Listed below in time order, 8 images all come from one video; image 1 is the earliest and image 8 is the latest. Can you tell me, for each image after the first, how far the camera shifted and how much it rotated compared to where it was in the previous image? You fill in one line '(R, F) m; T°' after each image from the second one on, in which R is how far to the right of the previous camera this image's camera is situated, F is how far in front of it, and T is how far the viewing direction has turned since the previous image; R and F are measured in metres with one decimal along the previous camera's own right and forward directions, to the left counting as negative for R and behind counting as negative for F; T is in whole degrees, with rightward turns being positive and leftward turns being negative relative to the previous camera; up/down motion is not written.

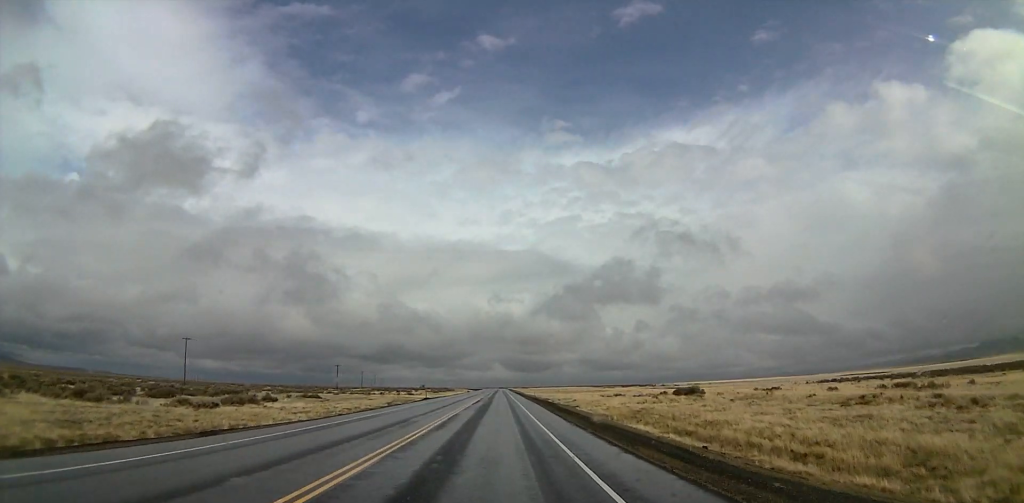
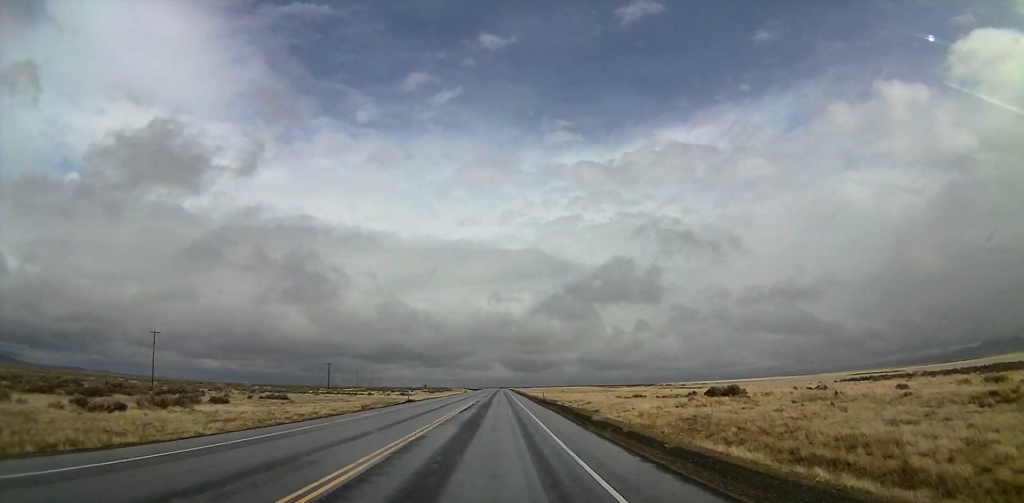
(+0.1, +13.9) m; 0°
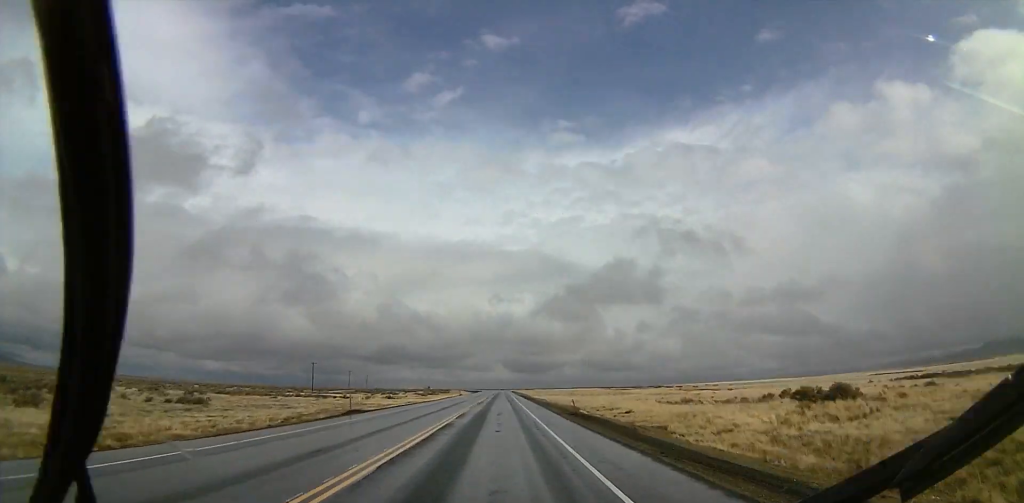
(-0.9, +22.5) m; 0°
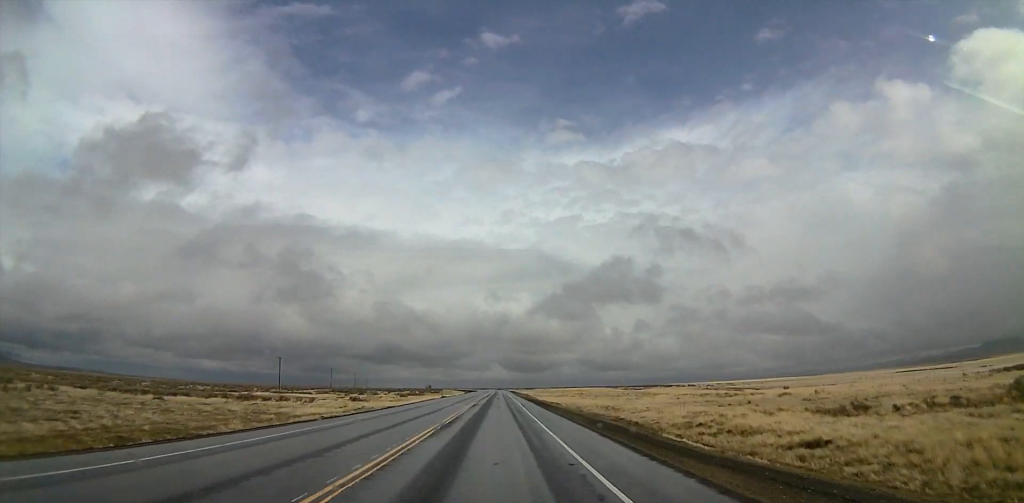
(+0.7, +32.4) m; 0°
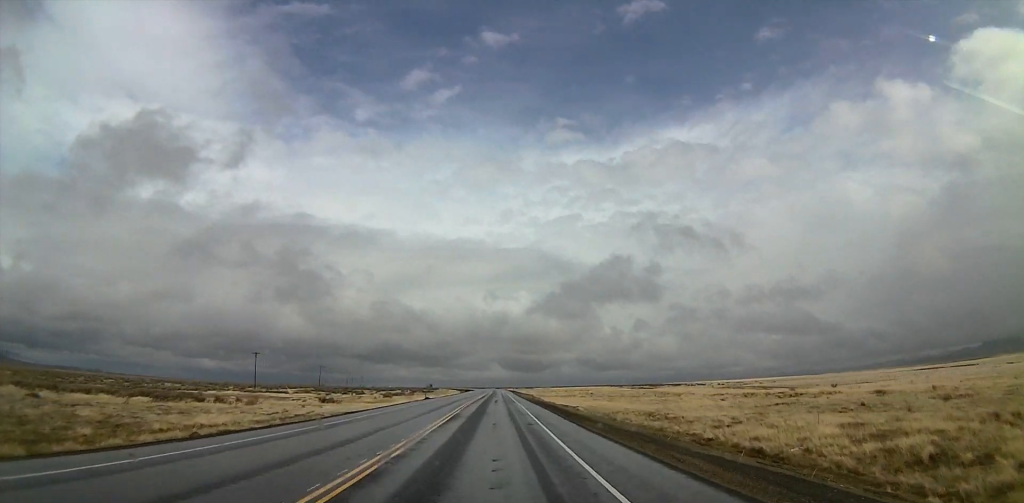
(-0.7, +19.5) m; -1°
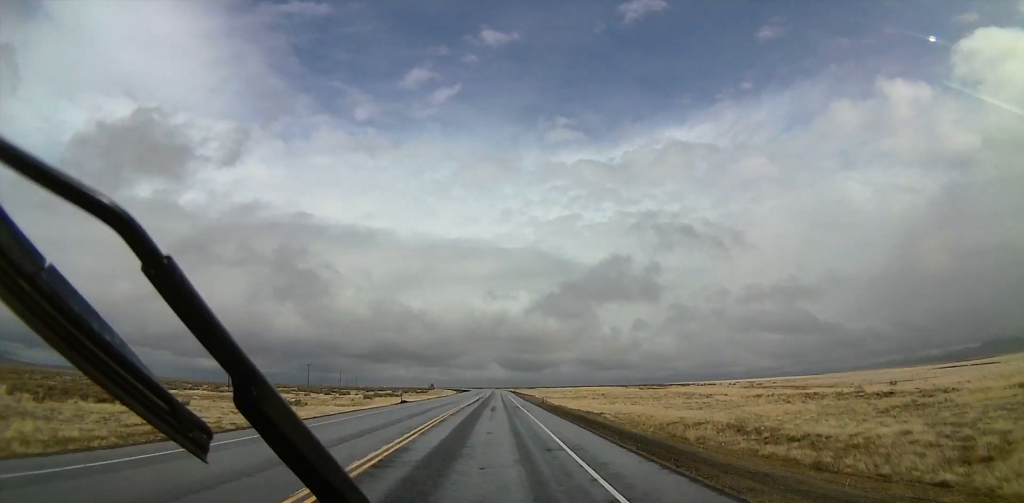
(+0.4, +18.0) m; +1°
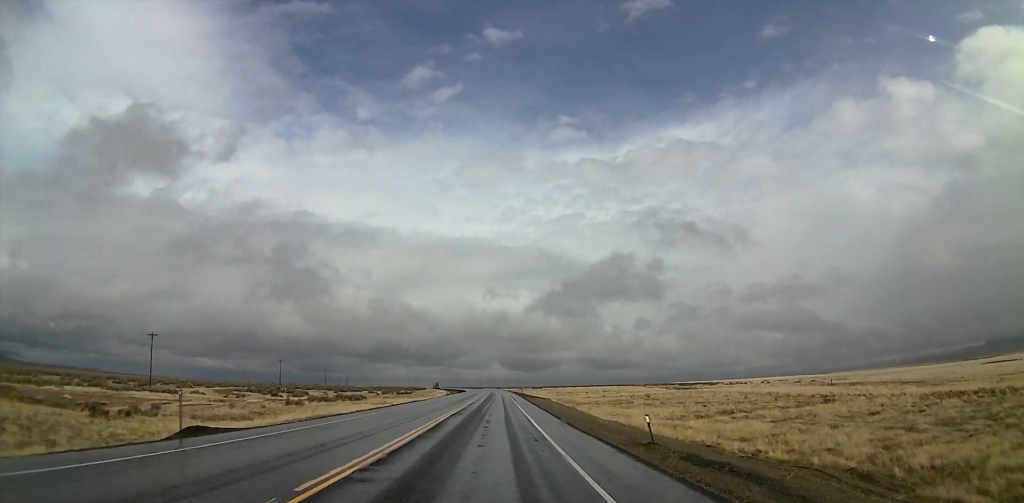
(+0.6, +40.2) m; 0°
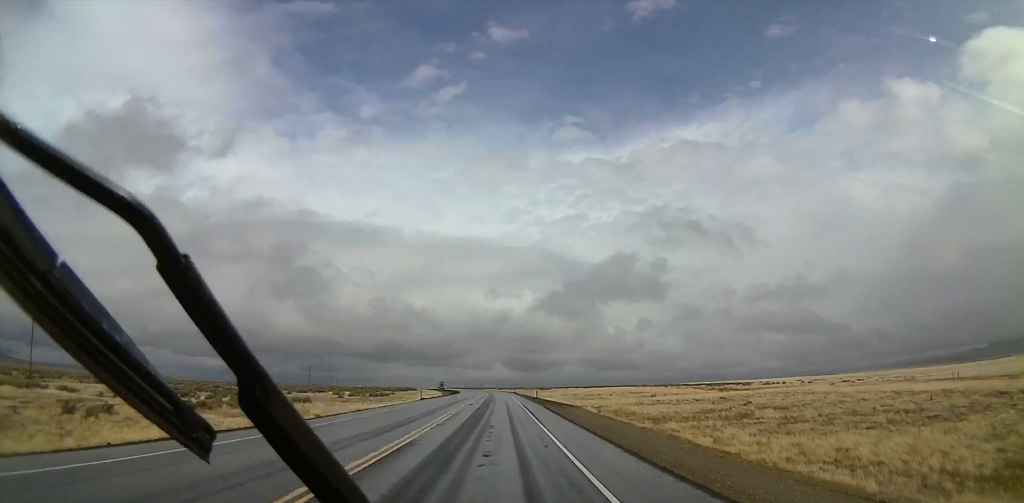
(-0.3, +37.7) m; 0°
